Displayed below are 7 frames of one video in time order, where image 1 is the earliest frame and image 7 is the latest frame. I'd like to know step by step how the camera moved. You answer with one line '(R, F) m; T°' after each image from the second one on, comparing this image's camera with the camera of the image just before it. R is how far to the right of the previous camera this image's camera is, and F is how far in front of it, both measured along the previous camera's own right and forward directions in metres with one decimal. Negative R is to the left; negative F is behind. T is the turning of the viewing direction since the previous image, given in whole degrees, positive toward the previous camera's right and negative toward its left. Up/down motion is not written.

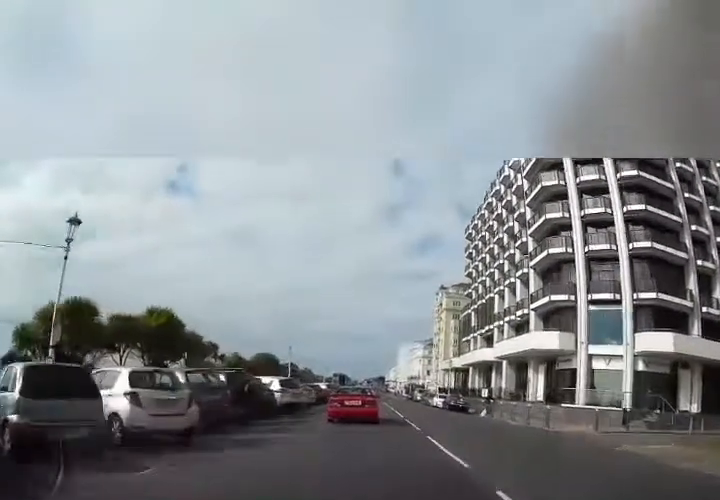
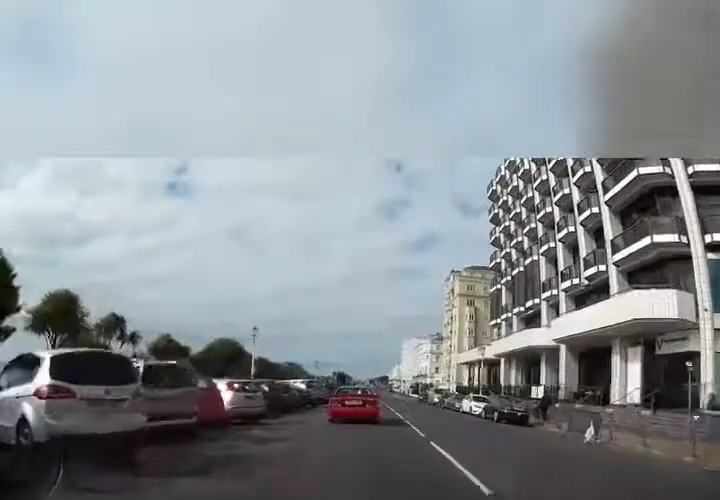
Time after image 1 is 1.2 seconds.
(+0.1, +14.1) m; 0°
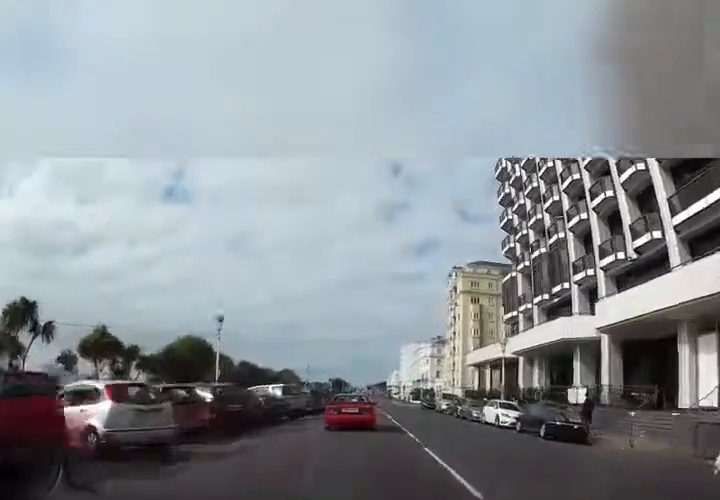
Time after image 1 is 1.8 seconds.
(0.0, +6.6) m; 0°
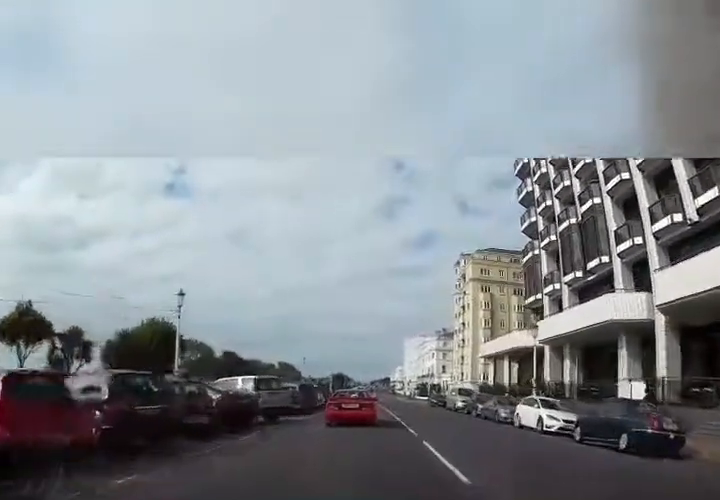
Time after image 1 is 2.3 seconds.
(+0.1, +5.3) m; 0°
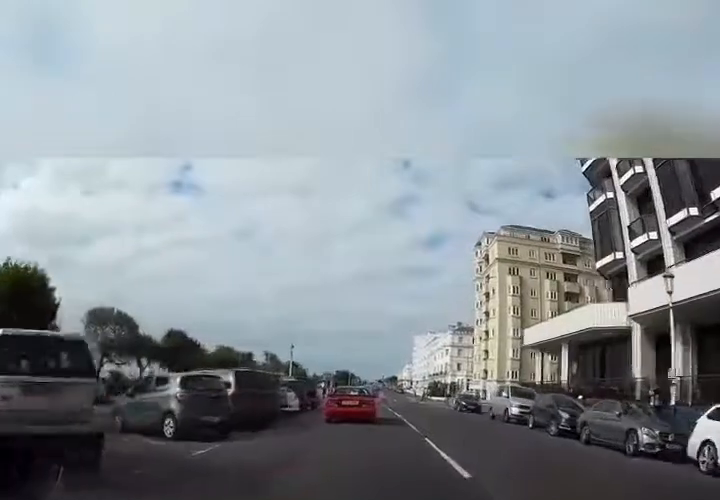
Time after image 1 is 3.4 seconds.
(-0.2, +11.8) m; 0°
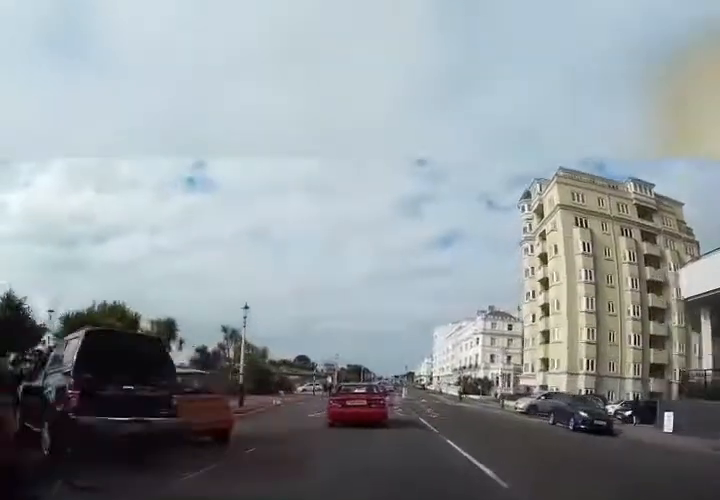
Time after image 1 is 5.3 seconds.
(-0.1, +18.8) m; -3°
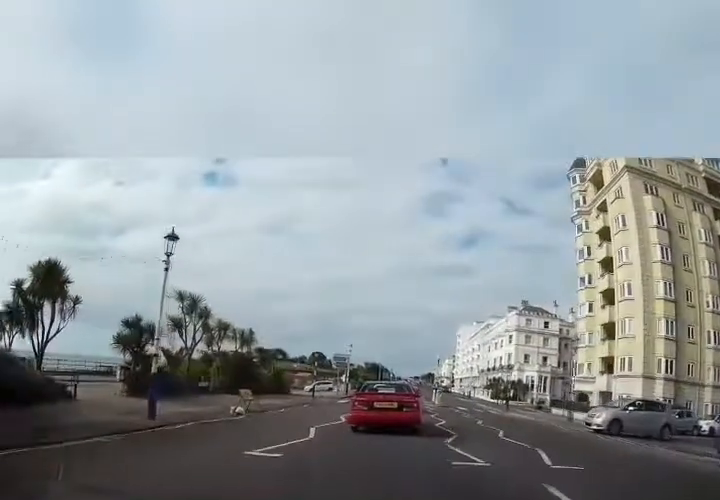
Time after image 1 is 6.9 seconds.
(-0.1, +11.5) m; +2°
